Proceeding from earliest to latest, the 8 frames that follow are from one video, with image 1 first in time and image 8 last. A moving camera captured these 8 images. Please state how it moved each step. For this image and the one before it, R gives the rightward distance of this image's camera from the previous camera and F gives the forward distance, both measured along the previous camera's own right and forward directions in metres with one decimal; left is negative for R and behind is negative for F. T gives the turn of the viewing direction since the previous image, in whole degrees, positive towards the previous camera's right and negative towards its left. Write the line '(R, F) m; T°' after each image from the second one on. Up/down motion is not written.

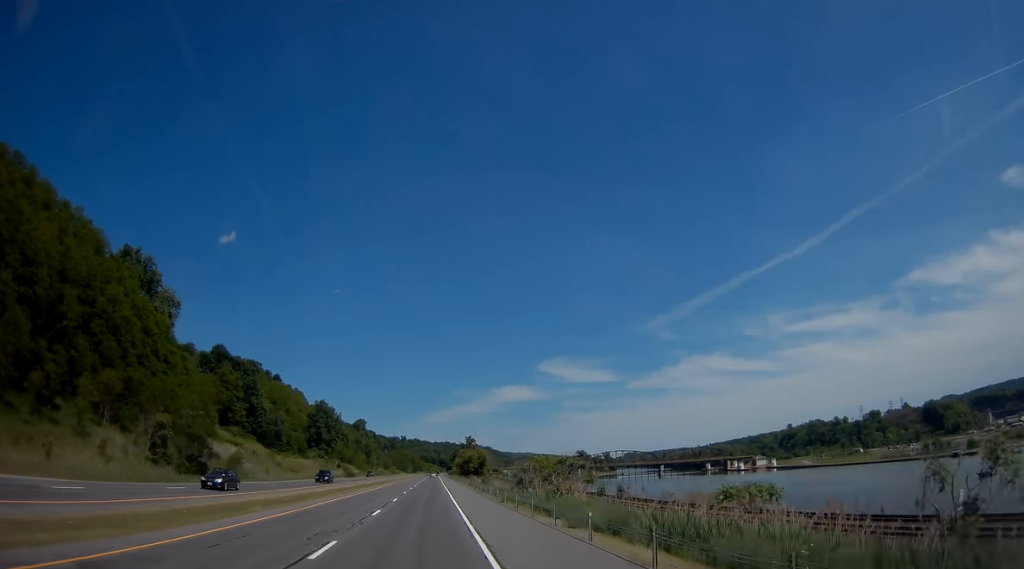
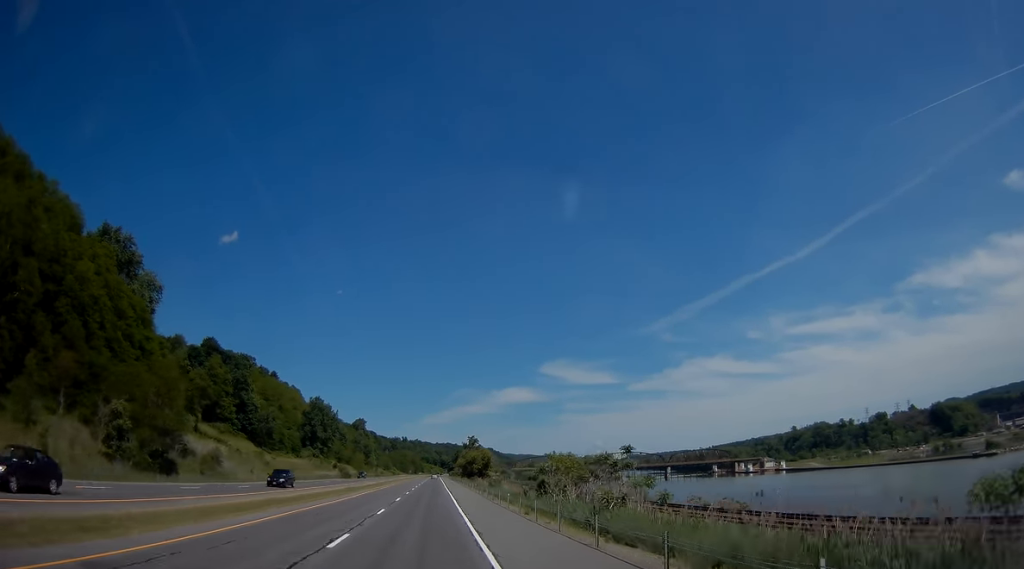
(0.0, +10.3) m; 0°
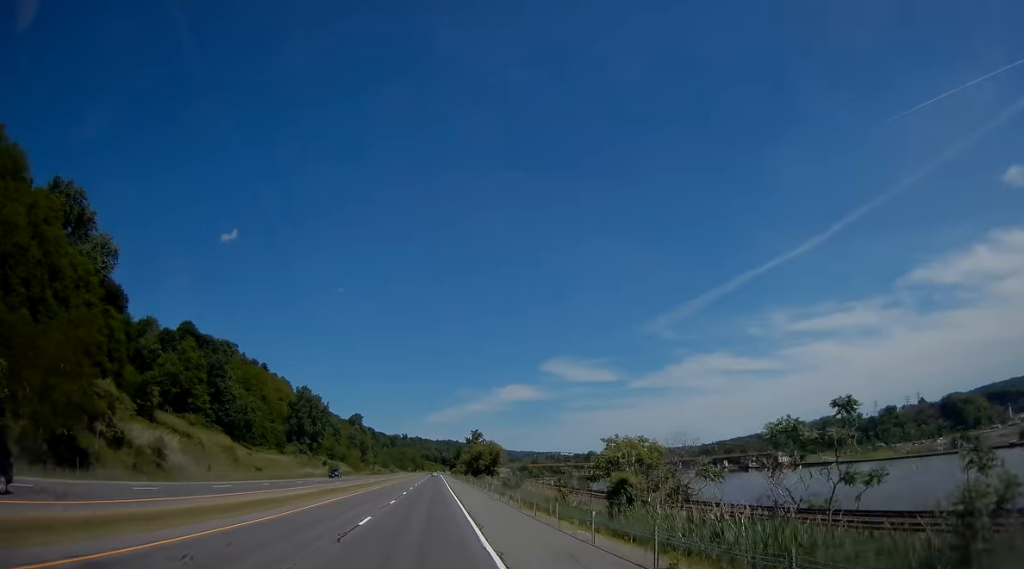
(0.0, +18.9) m; 0°
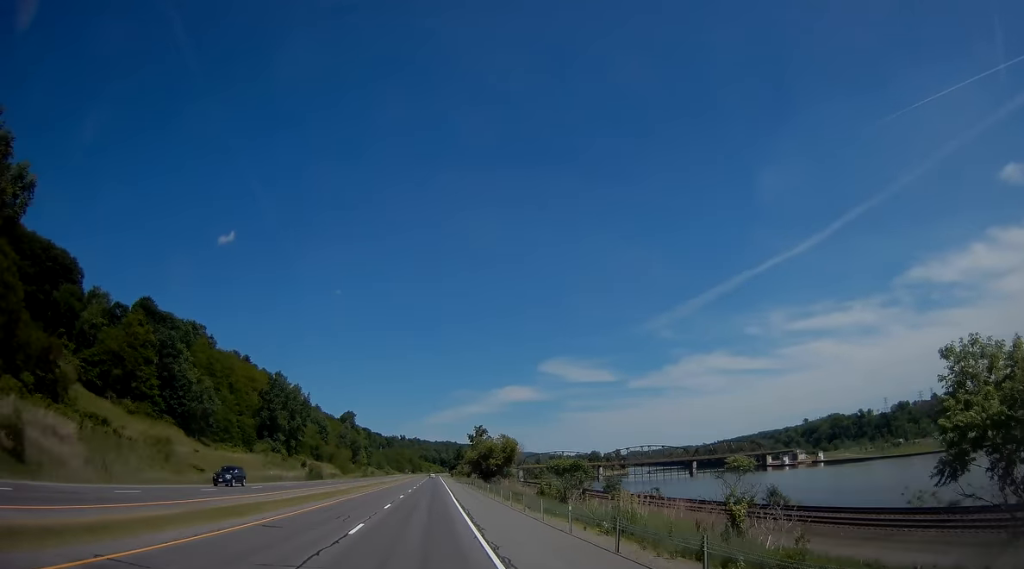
(0.0, +26.6) m; +1°
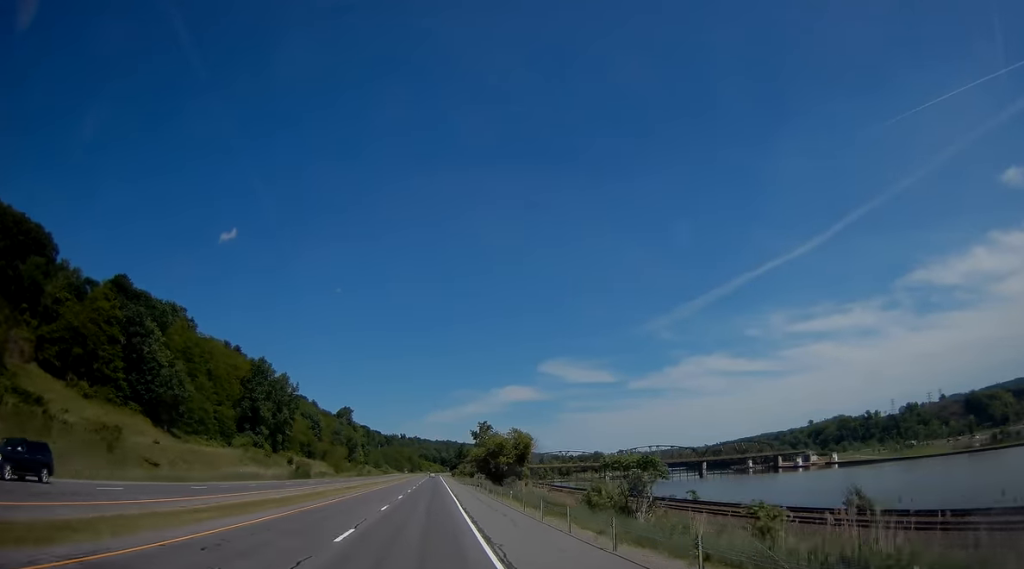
(+0.3, +14.6) m; 0°
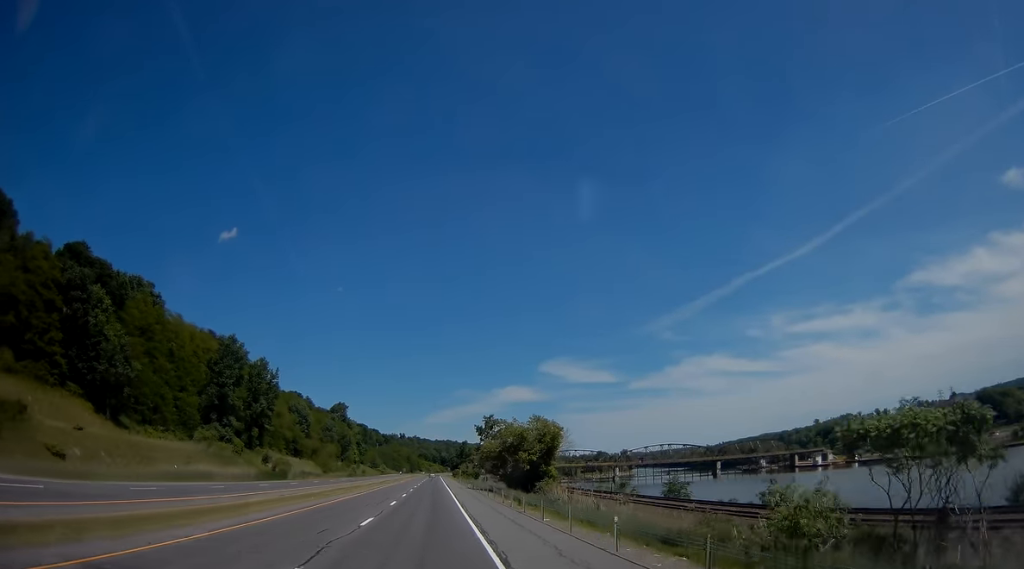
(-0.1, +19.7) m; 0°
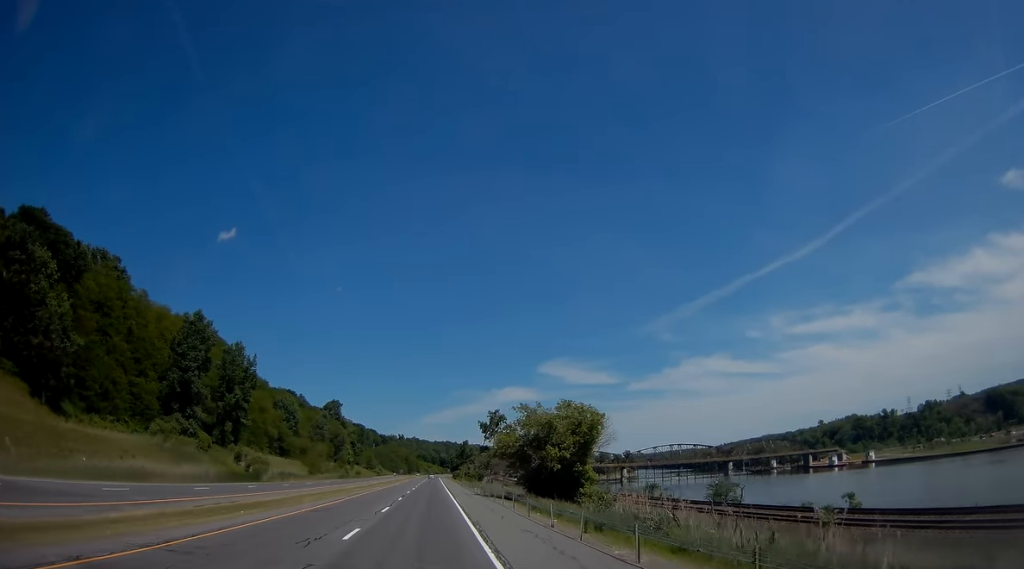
(-0.4, +16.2) m; 0°
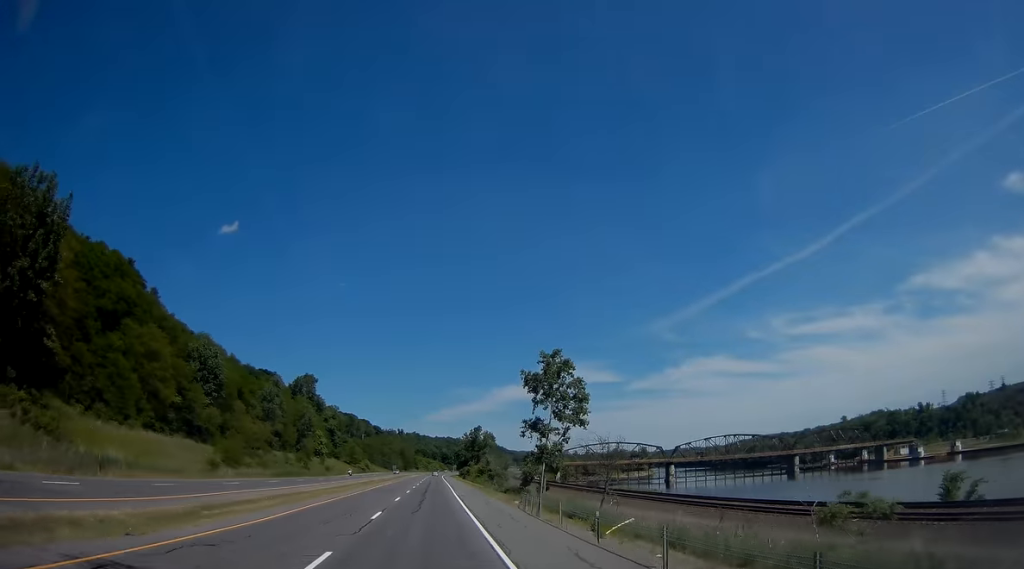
(+0.6, +66.9) m; 0°
